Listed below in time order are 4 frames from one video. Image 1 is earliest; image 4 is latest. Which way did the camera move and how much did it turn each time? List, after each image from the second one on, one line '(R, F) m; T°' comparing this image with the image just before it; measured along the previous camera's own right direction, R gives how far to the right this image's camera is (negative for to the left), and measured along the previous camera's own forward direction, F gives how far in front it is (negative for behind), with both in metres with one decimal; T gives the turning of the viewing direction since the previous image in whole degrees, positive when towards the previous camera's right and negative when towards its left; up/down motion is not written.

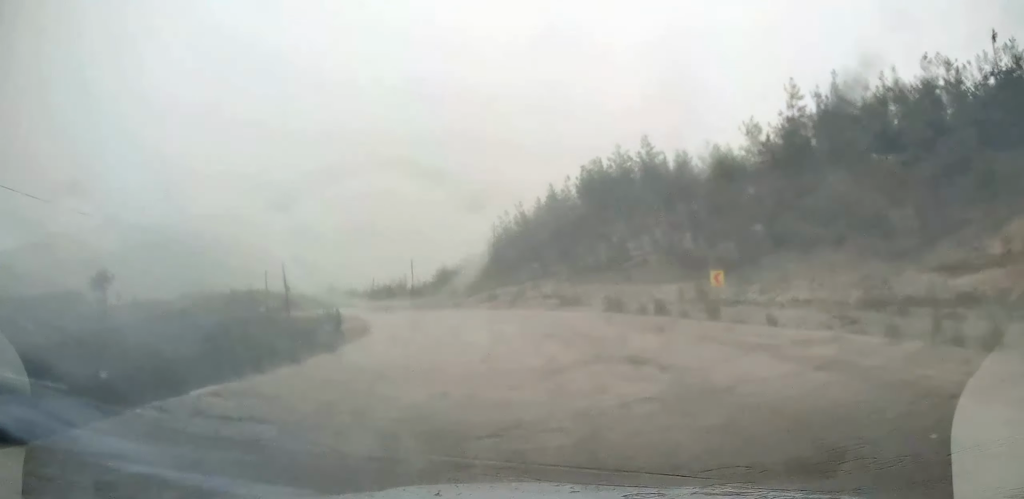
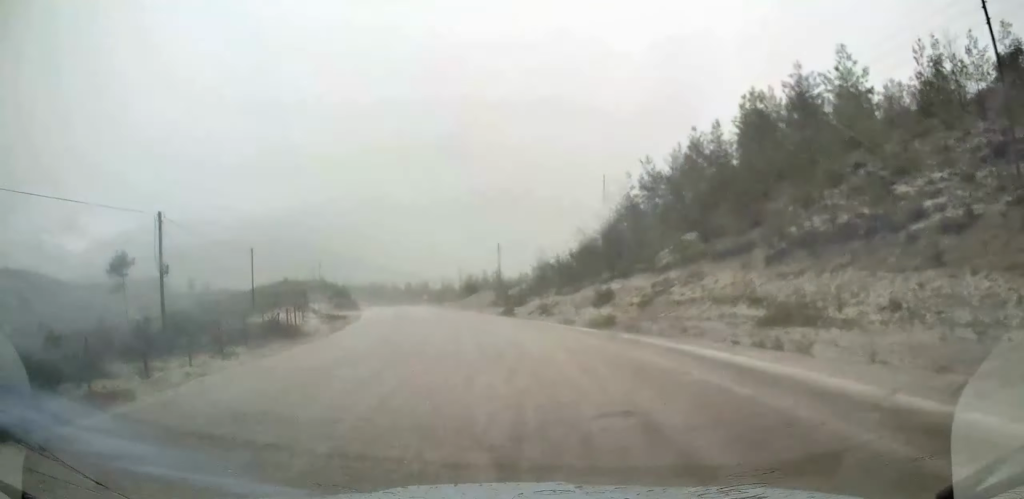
(-2.3, +32.6) m; -10°
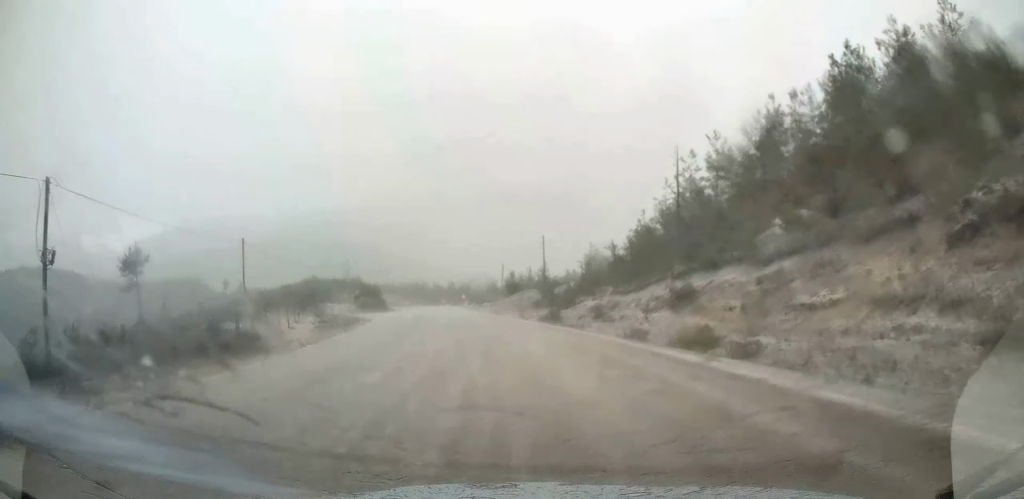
(-0.5, +10.0) m; -6°
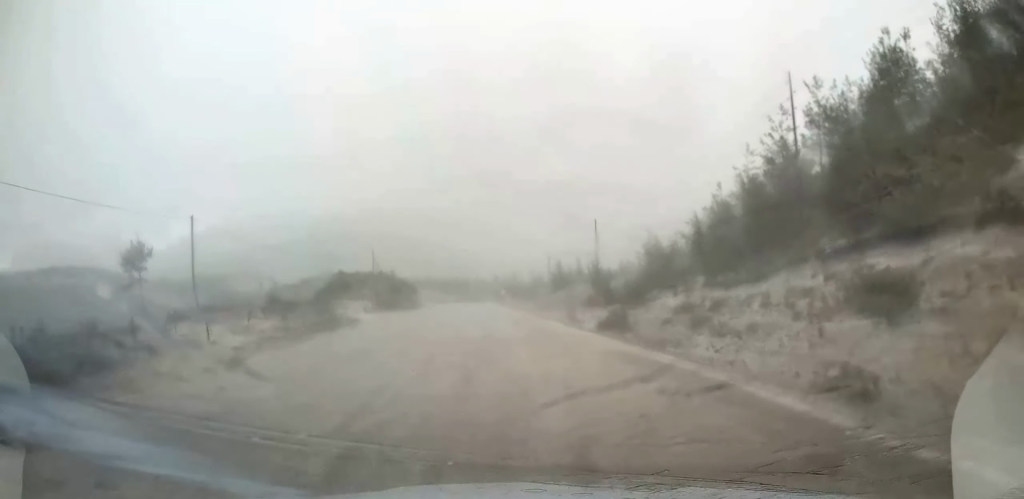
(-1.1, +13.4) m; -7°
